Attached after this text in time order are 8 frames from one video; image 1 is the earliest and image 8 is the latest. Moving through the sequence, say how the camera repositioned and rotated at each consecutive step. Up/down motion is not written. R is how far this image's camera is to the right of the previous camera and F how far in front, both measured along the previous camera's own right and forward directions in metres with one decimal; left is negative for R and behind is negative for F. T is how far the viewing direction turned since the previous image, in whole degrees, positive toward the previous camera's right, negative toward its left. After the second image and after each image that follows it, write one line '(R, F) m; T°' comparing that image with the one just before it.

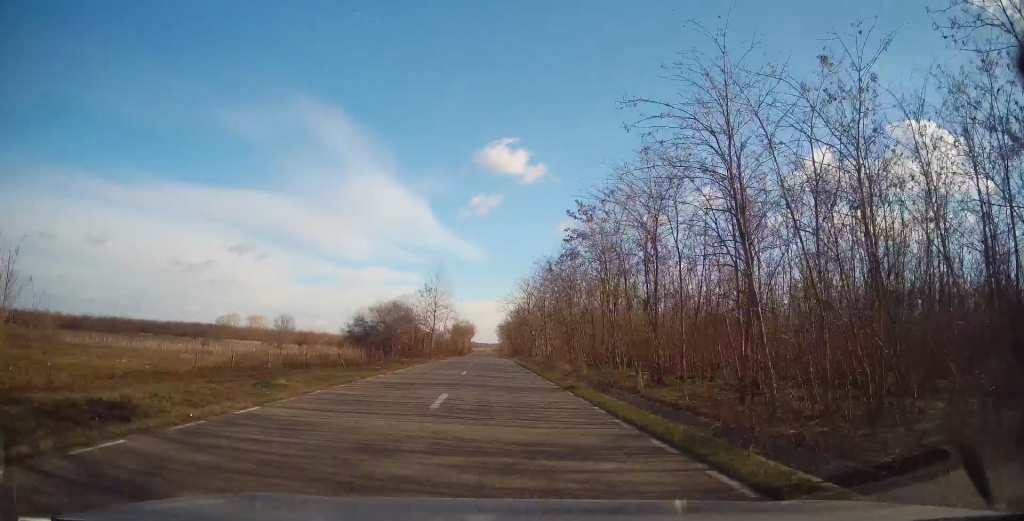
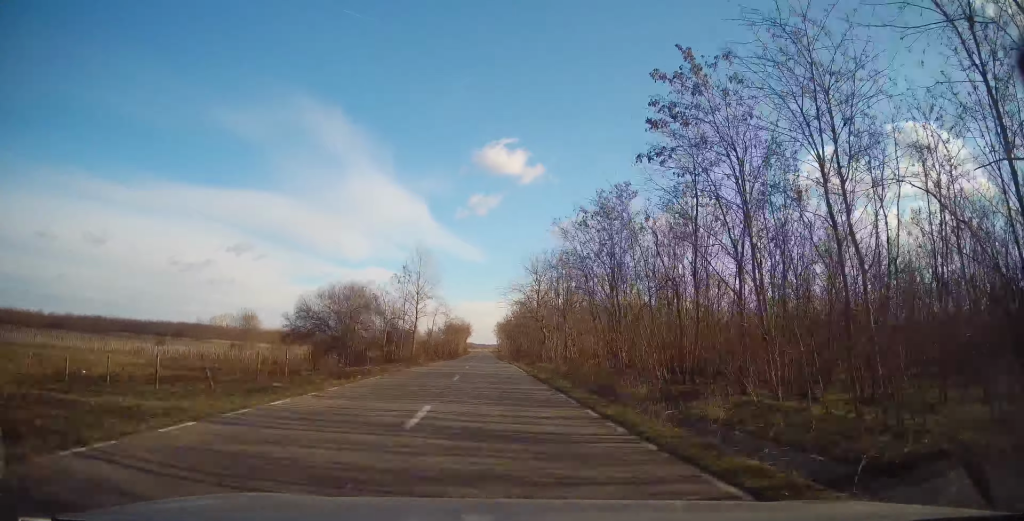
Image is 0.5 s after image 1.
(-0.1, +13.5) m; +1°
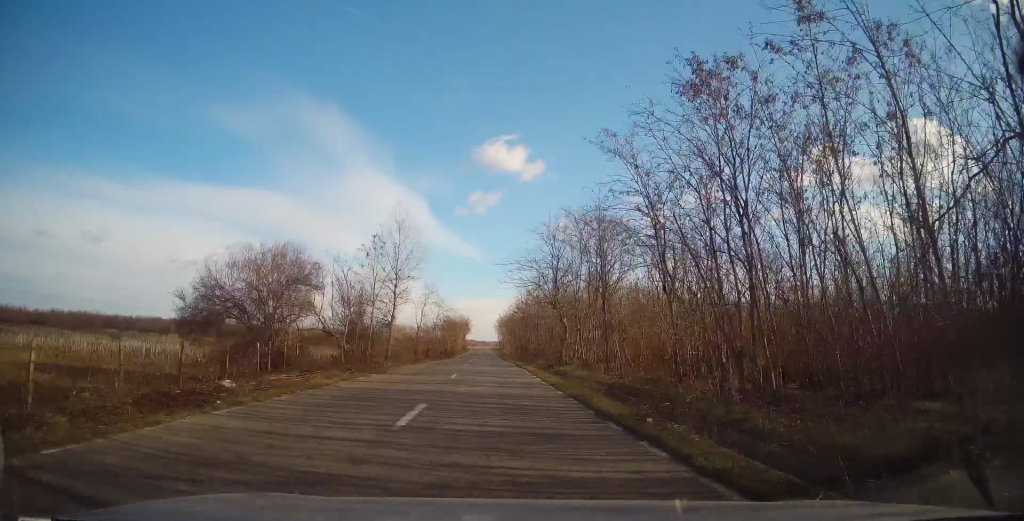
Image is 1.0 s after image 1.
(-0.1, +12.1) m; 0°
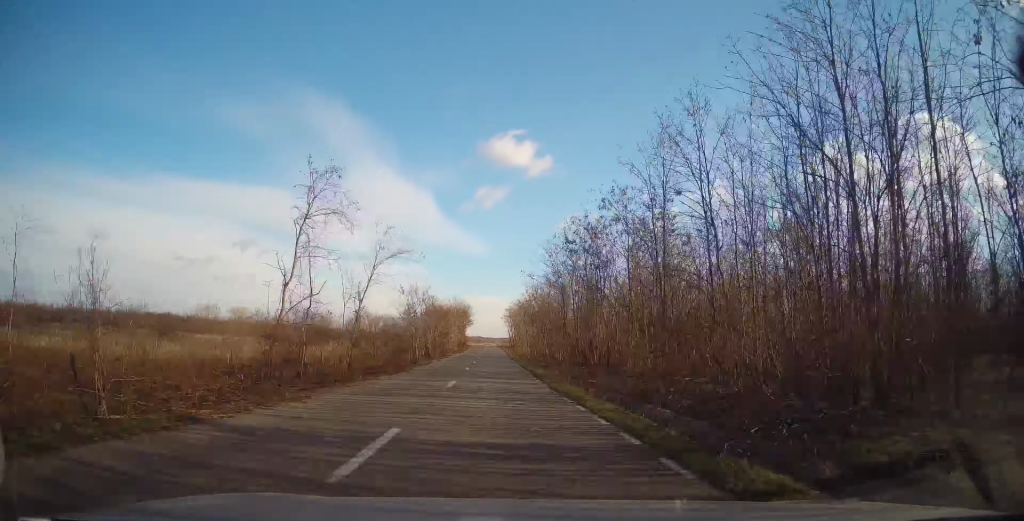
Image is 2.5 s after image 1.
(+0.3, +39.3) m; 0°
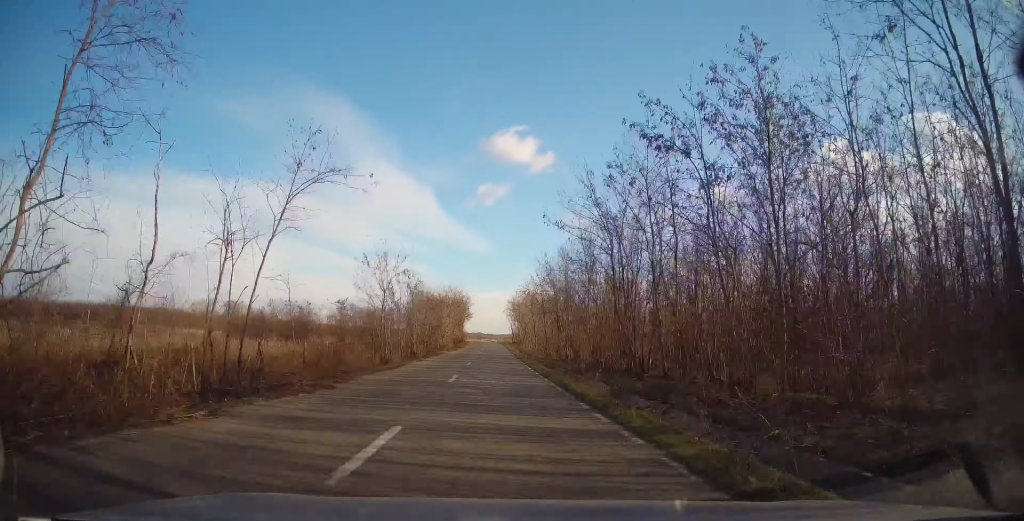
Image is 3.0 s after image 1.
(-0.1, +11.7) m; 0°
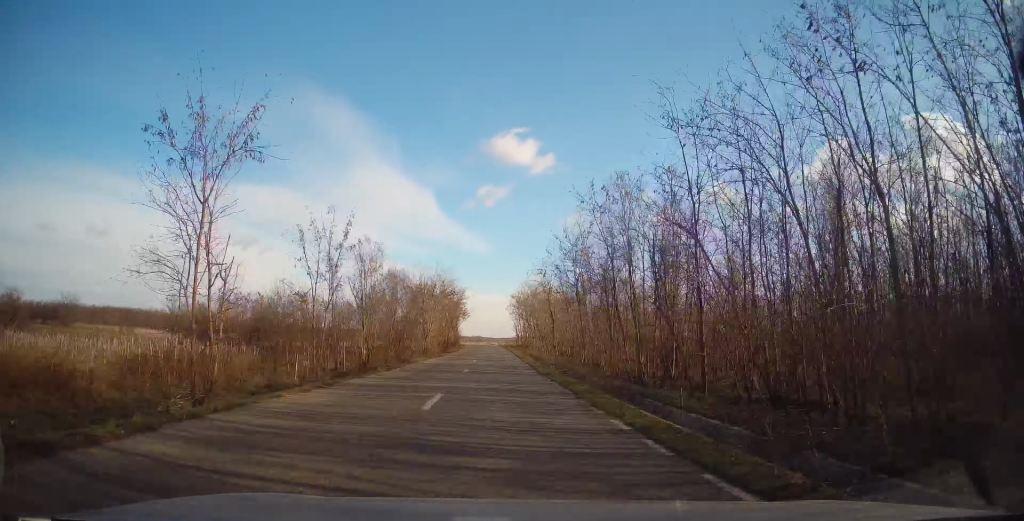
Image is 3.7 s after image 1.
(0.0, +18.3) m; 0°
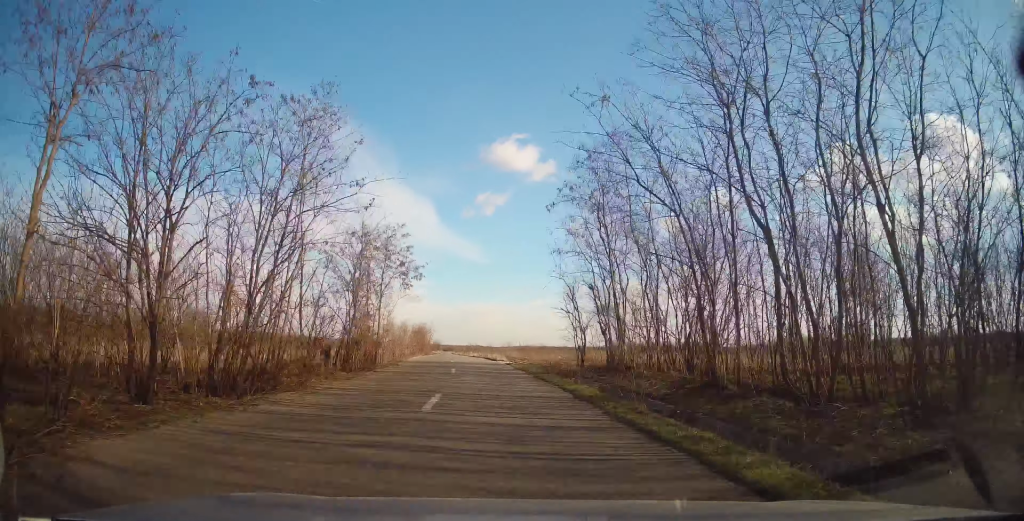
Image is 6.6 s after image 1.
(+0.3, +72.2) m; -1°
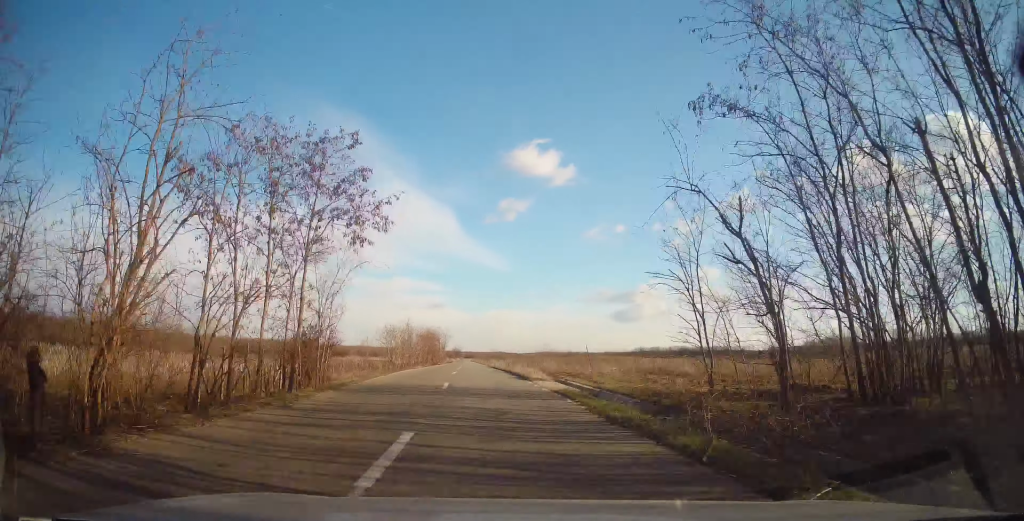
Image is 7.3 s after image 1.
(-0.2, +17.8) m; -1°
